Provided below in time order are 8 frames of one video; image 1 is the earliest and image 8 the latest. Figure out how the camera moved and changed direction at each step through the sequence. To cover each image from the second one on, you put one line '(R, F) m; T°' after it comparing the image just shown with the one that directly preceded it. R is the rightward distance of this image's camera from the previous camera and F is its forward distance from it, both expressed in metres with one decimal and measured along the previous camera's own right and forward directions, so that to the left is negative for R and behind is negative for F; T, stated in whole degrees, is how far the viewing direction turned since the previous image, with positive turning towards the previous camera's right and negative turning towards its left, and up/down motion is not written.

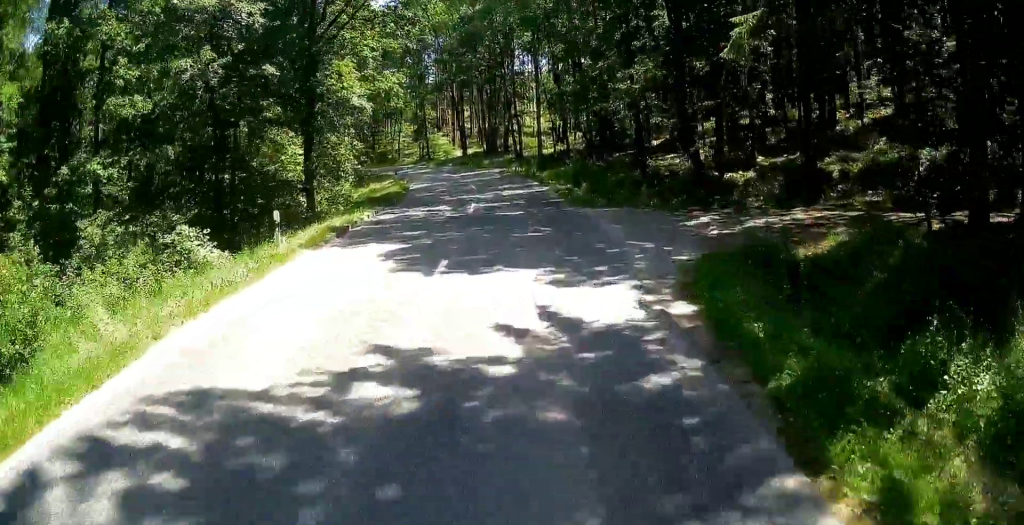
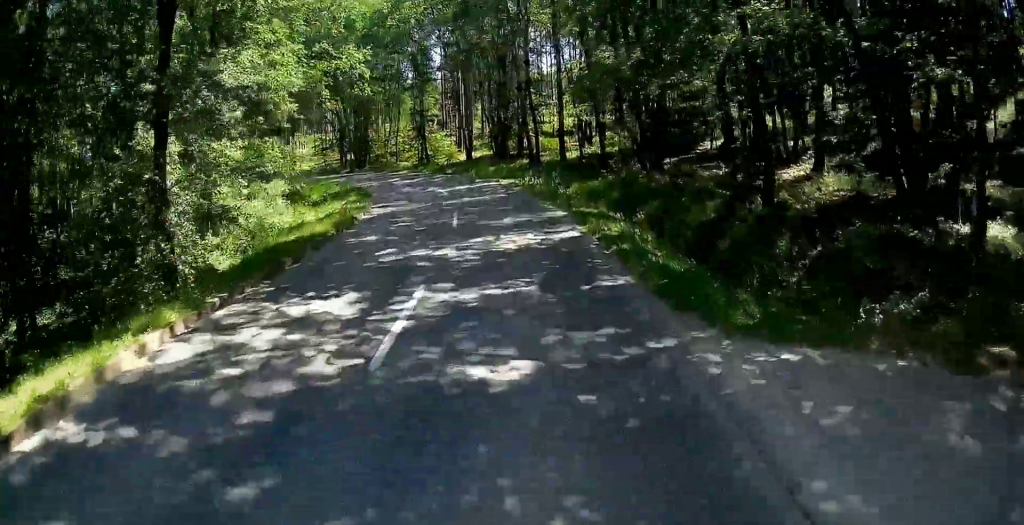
(+0.9, +12.4) m; +4°
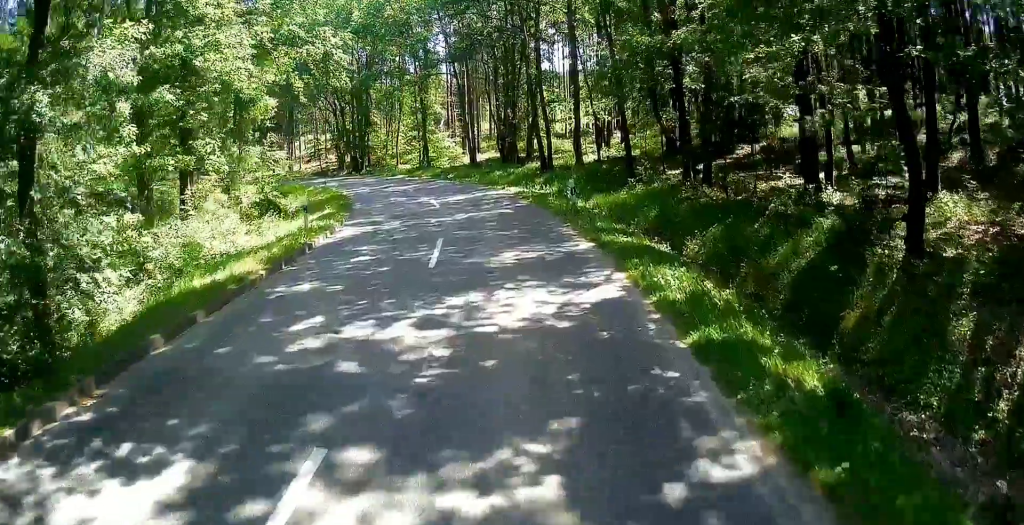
(0.0, +5.2) m; 0°
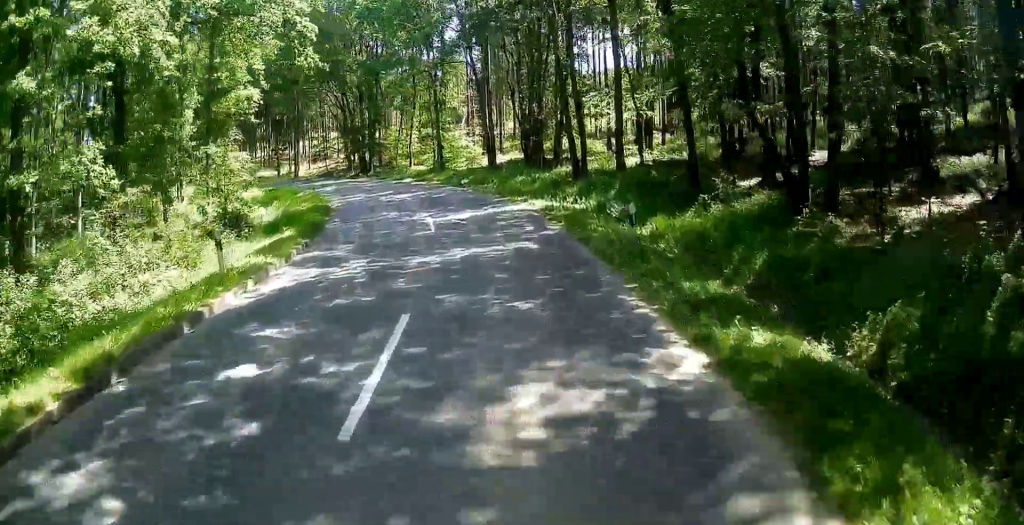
(-0.2, +6.6) m; 0°
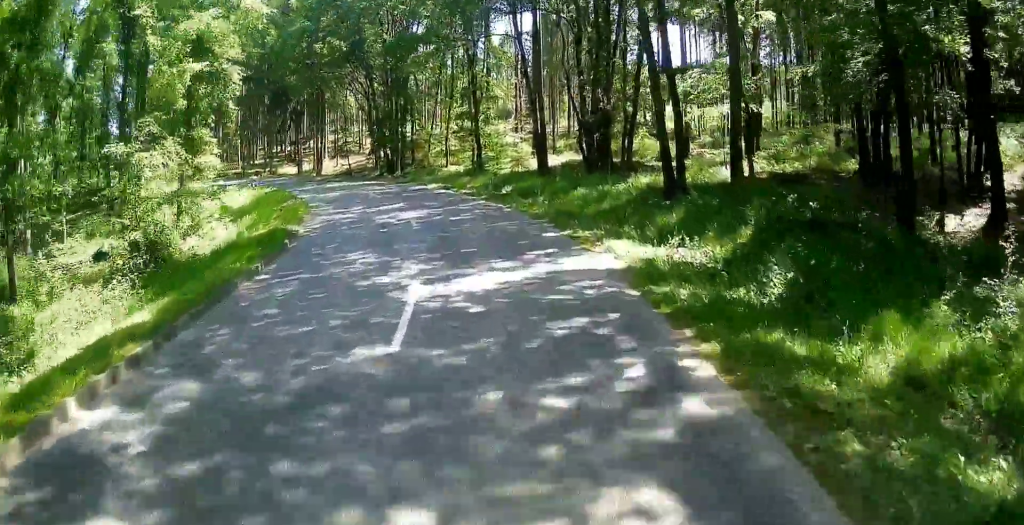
(+0.3, +9.4) m; 0°
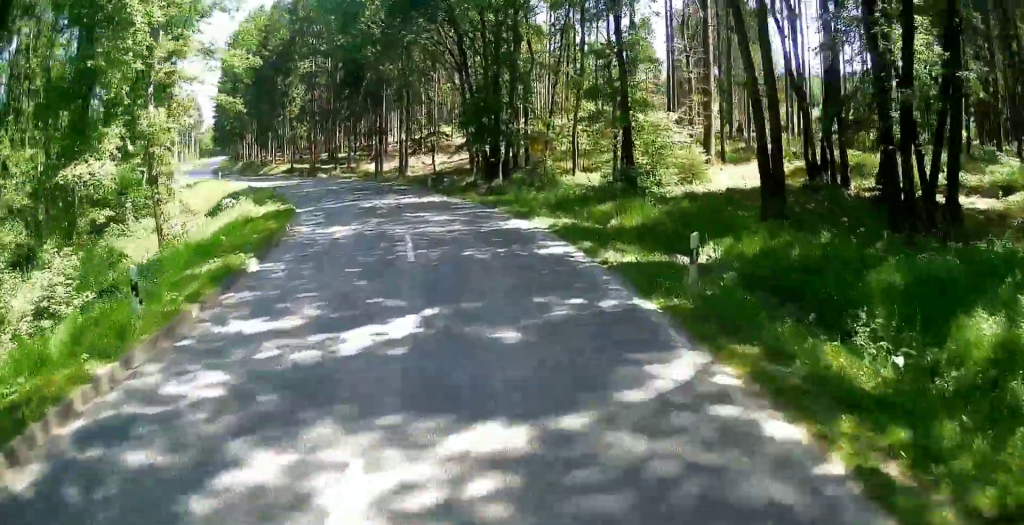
(-1.4, +16.8) m; -11°
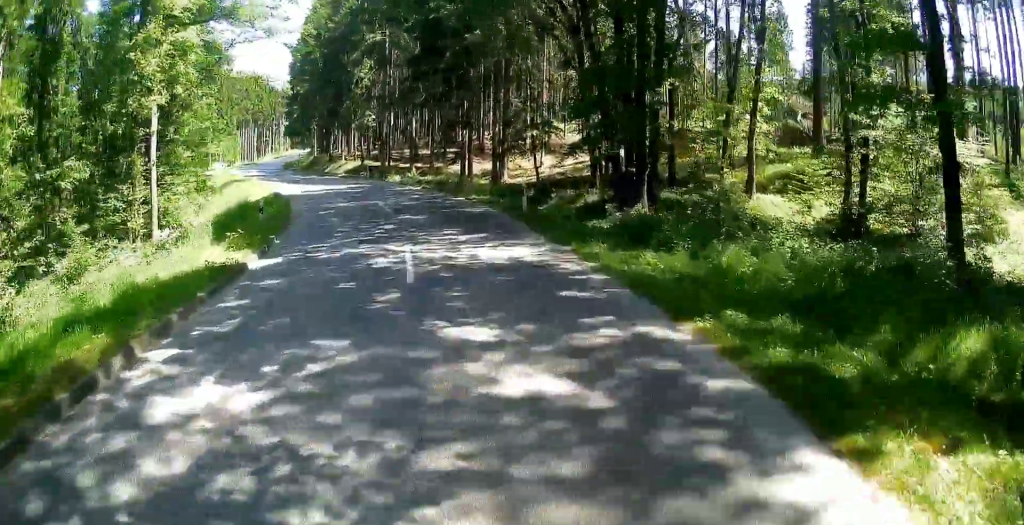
(-1.3, +13.2) m; -10°
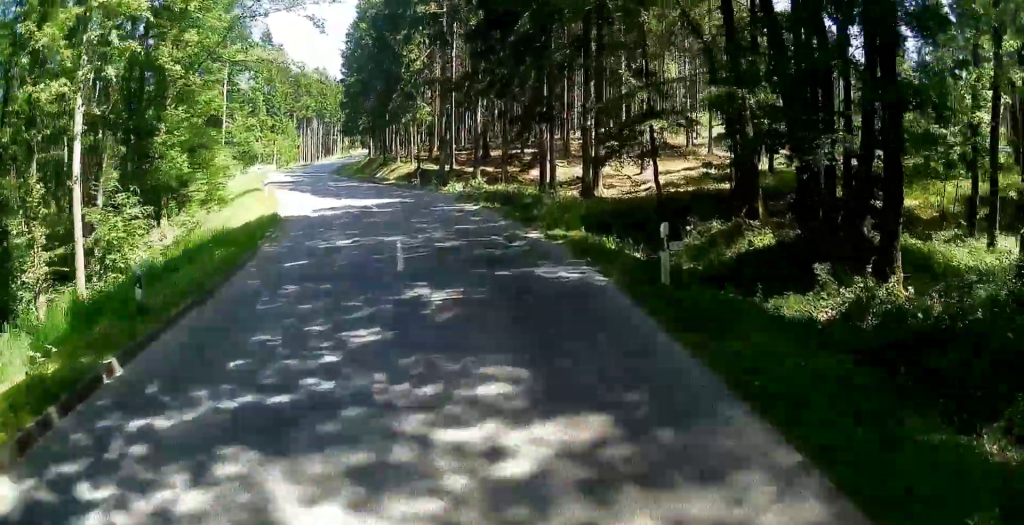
(-0.6, +9.8) m; -4°
